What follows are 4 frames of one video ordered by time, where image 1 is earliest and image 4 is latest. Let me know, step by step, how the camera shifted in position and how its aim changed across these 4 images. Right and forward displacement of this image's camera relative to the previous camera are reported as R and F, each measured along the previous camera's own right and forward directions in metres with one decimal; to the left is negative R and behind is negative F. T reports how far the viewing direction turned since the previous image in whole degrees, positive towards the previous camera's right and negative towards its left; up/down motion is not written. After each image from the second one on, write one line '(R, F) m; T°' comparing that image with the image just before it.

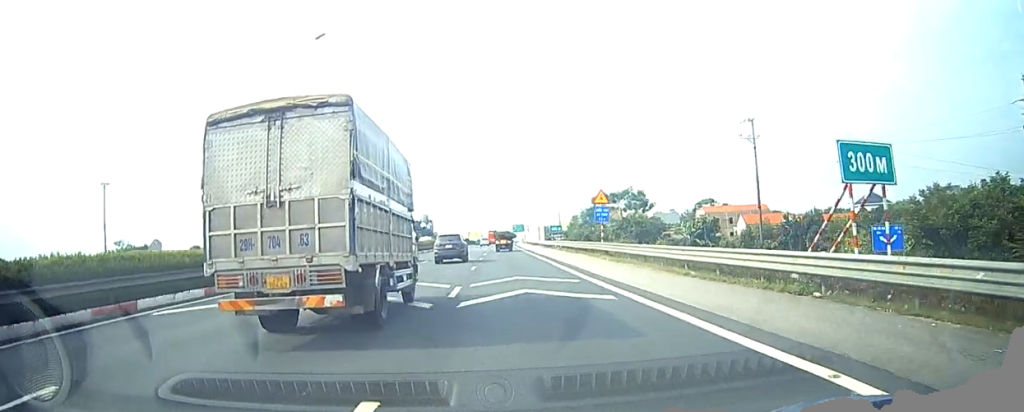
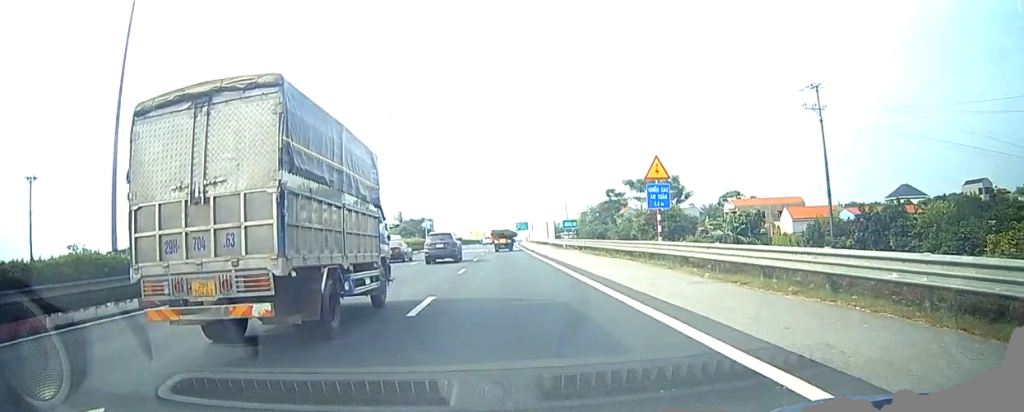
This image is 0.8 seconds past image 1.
(+0.1, +14.6) m; +2°
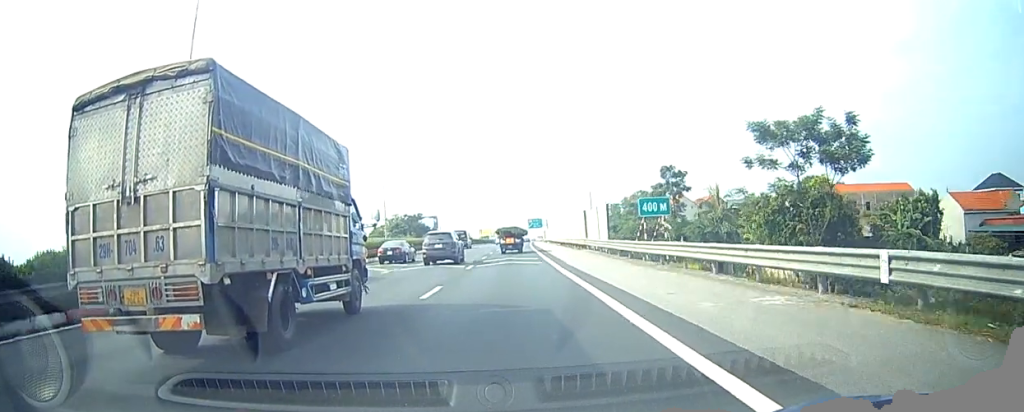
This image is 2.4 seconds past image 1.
(+0.8, +35.0) m; 0°
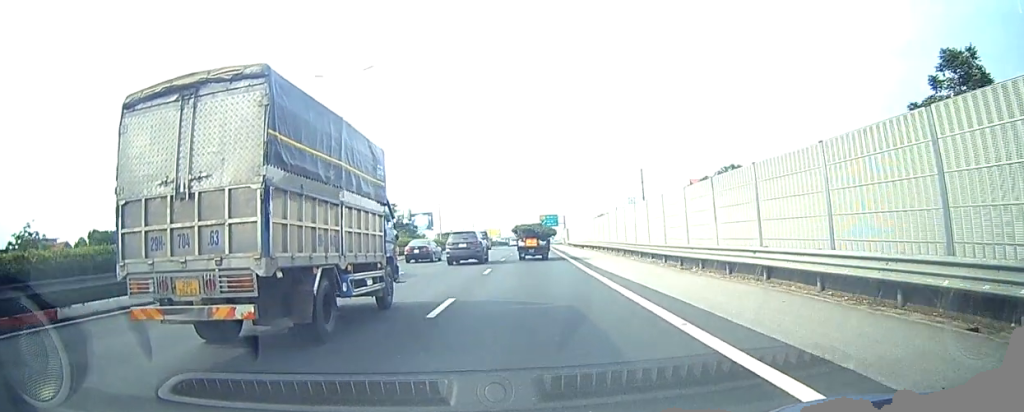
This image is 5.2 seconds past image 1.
(-0.6, +64.0) m; 0°
